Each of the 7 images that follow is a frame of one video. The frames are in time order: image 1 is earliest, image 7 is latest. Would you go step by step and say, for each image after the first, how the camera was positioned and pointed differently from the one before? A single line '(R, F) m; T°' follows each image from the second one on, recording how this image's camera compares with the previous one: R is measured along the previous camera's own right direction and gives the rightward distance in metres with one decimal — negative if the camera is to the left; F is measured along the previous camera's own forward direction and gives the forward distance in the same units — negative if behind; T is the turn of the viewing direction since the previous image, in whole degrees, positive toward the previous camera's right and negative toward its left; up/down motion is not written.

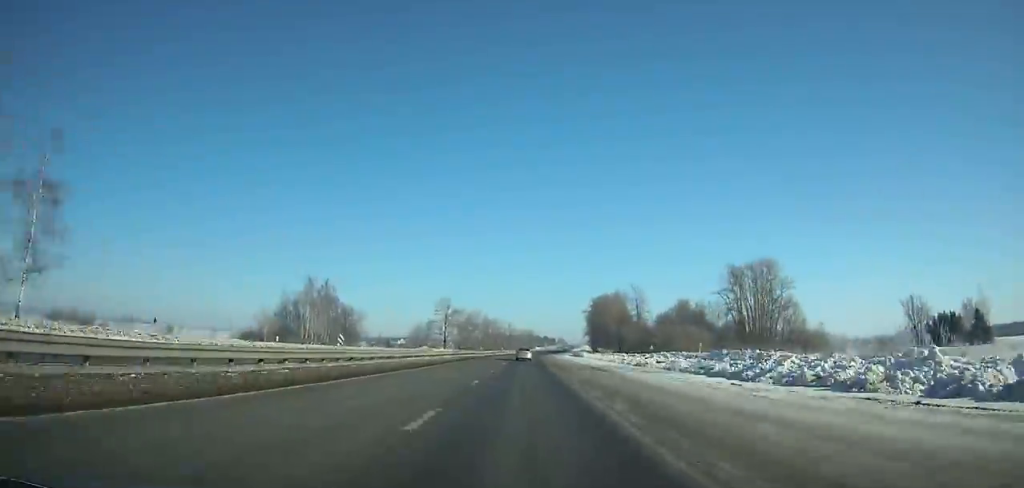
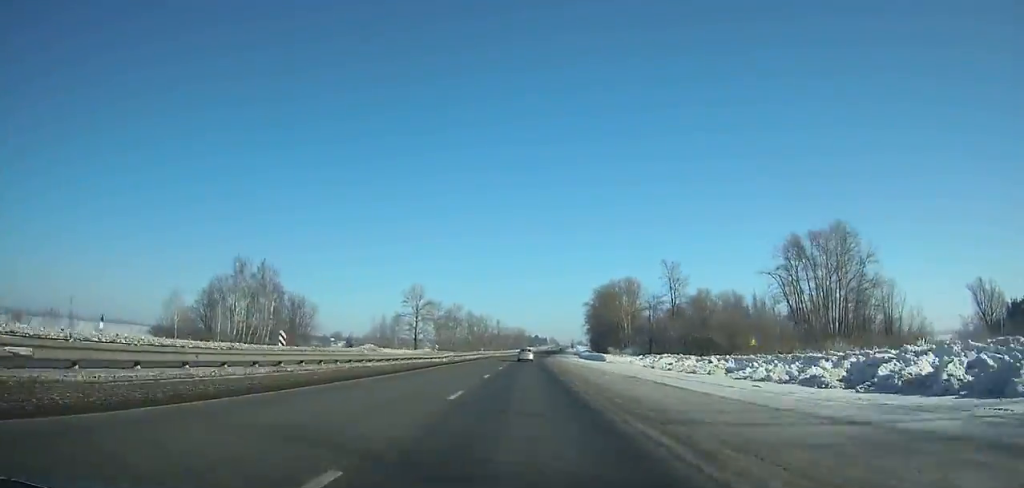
(+0.5, +42.2) m; +1°
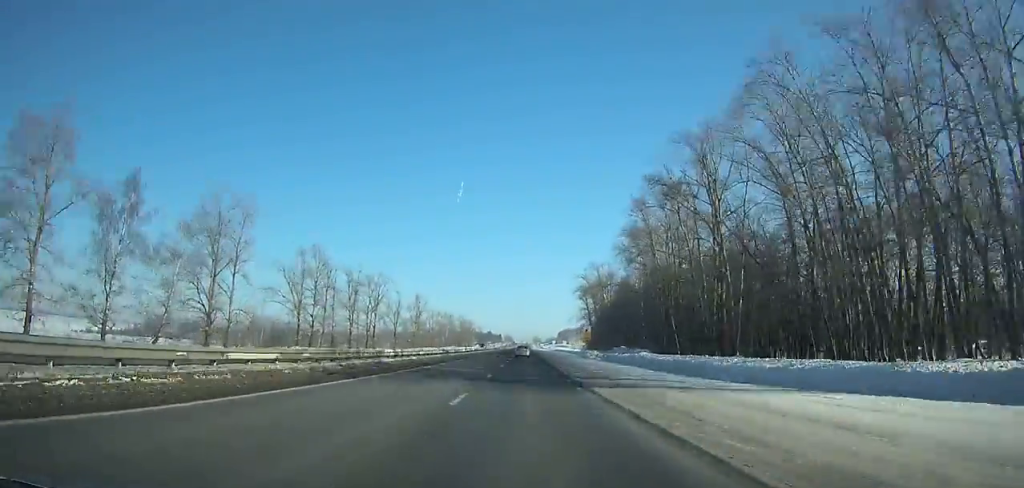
(+5.9, +155.7) m; +4°
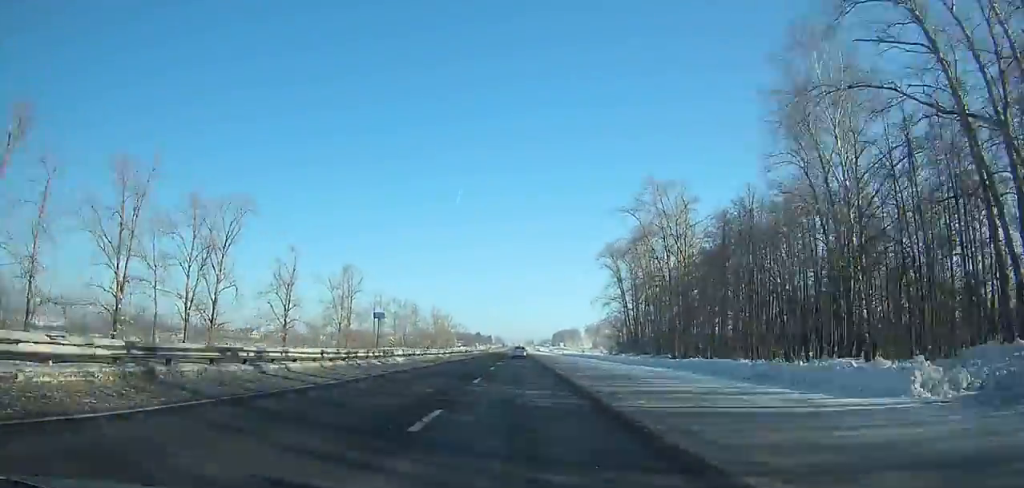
(+0.9, +76.0) m; +1°
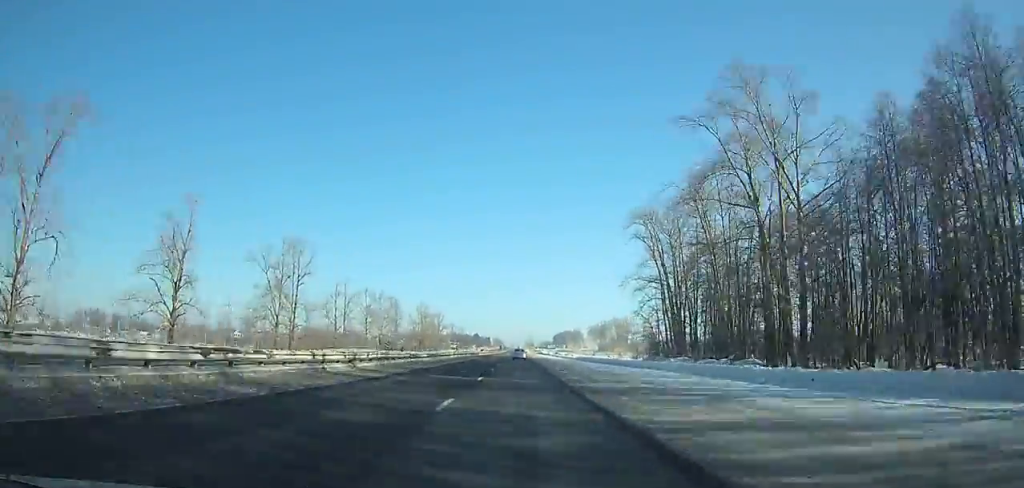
(+0.1, +33.8) m; 0°
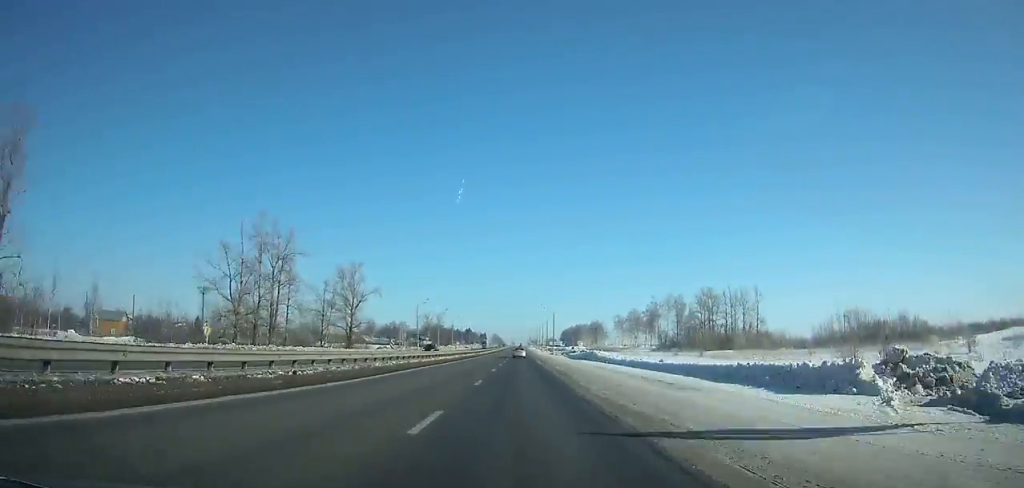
(-0.4, +142.7) m; 0°
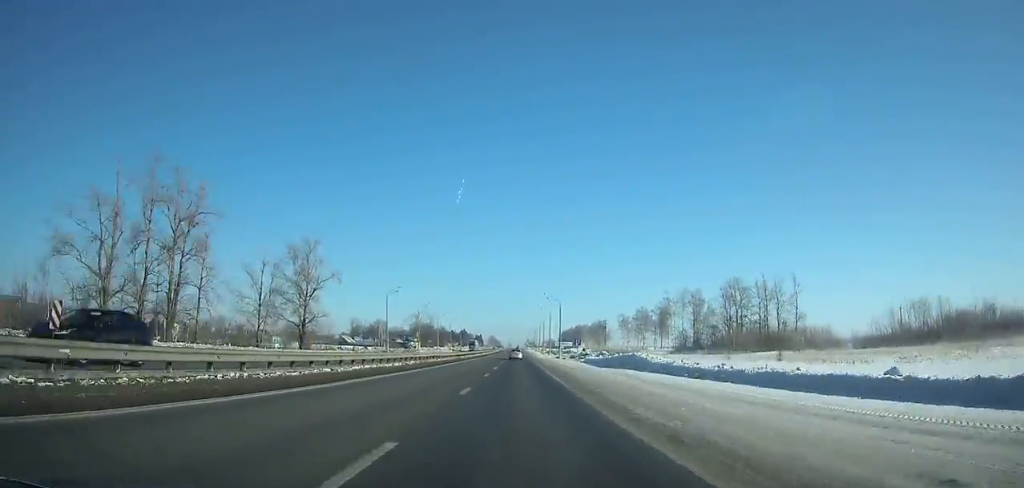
(0.0, +26.8) m; 0°
